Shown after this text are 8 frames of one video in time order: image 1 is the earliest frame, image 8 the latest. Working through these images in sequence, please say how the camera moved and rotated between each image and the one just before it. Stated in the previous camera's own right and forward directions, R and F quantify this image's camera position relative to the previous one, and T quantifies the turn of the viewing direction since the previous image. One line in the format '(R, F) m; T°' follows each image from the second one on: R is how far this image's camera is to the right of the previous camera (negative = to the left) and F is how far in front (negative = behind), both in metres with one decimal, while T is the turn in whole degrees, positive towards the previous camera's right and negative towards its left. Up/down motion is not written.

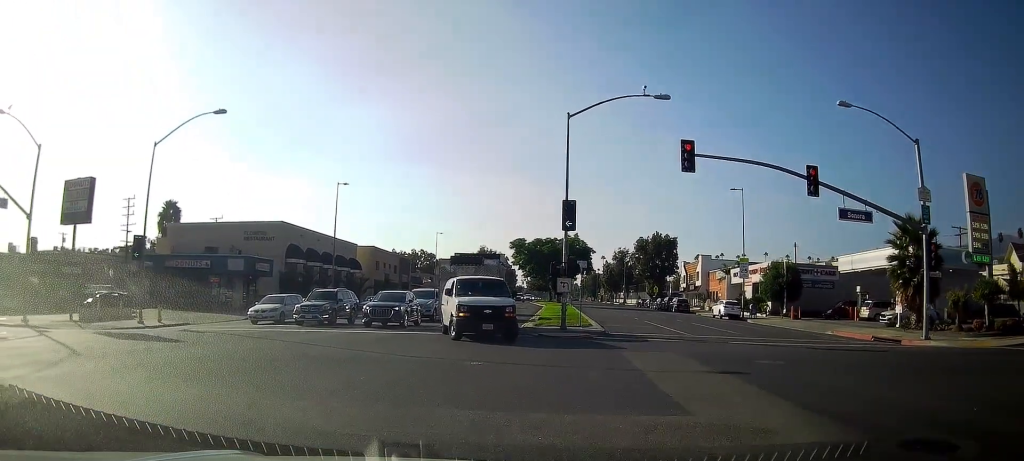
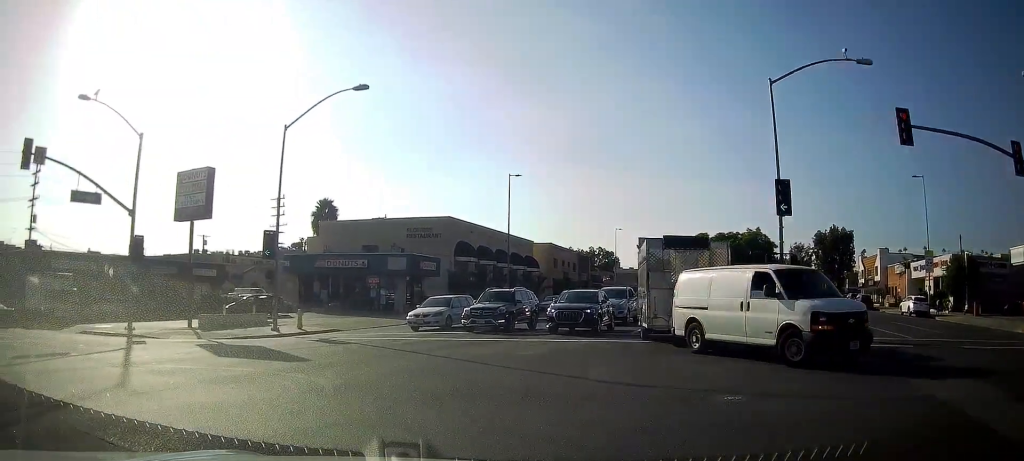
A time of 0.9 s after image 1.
(-0.4, +4.4) m; -16°
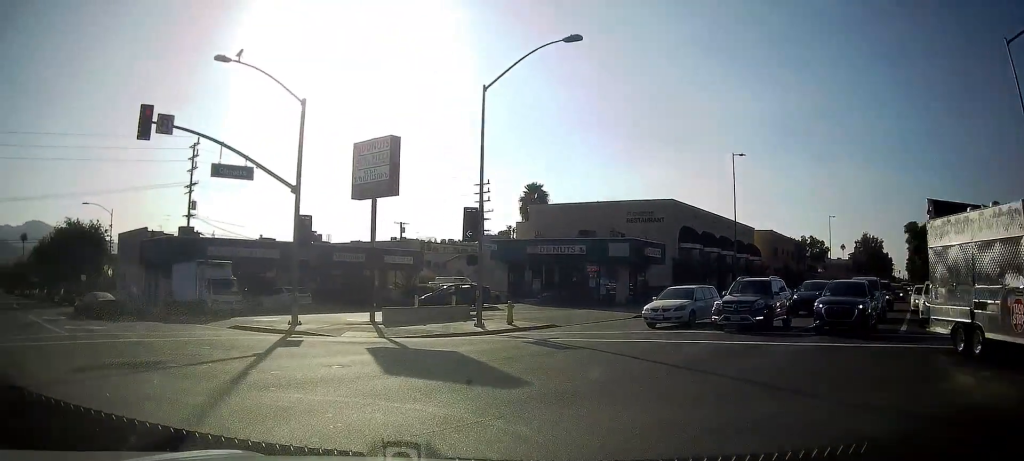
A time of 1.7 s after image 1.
(-0.9, +4.8) m; -17°
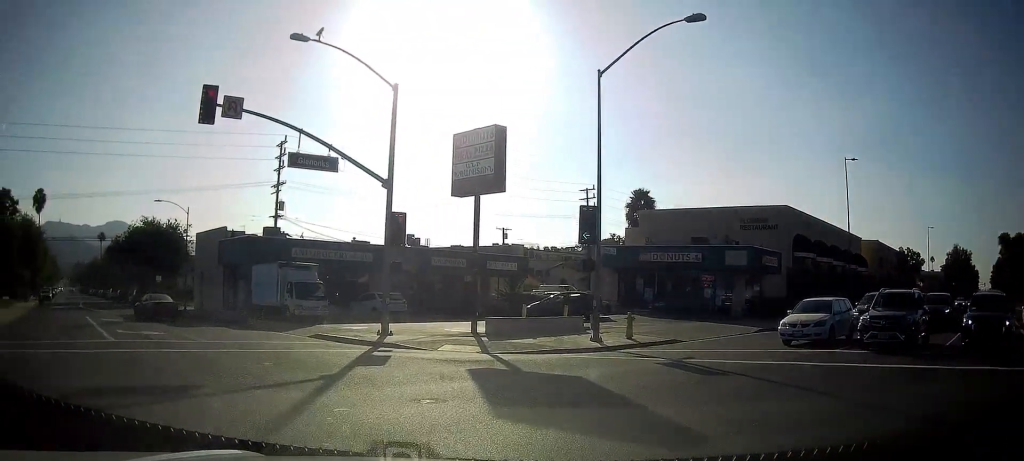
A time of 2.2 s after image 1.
(-0.2, +2.9) m; -8°
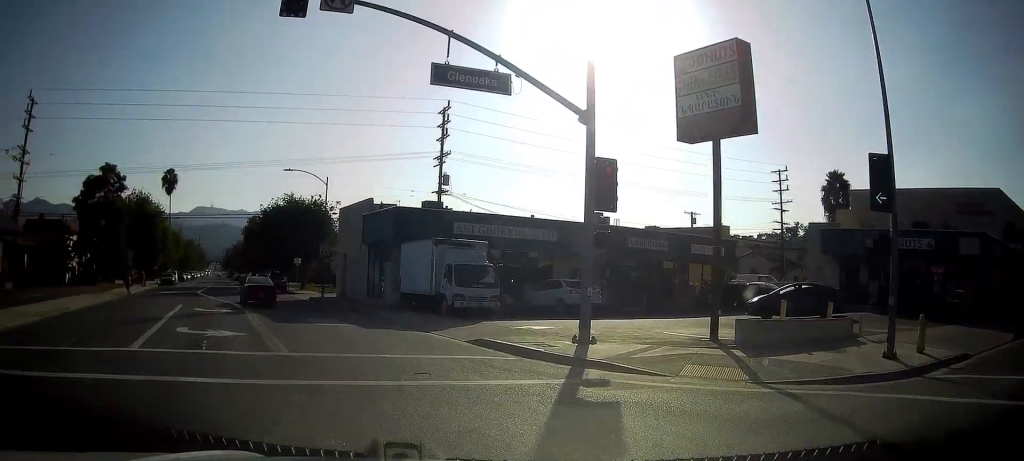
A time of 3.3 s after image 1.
(-1.1, +8.0) m; -12°
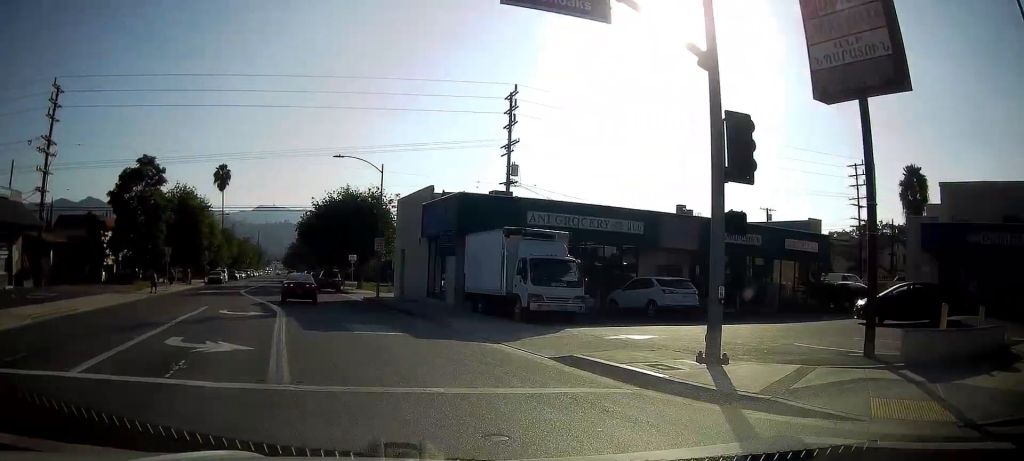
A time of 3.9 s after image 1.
(0.0, +4.4) m; -5°
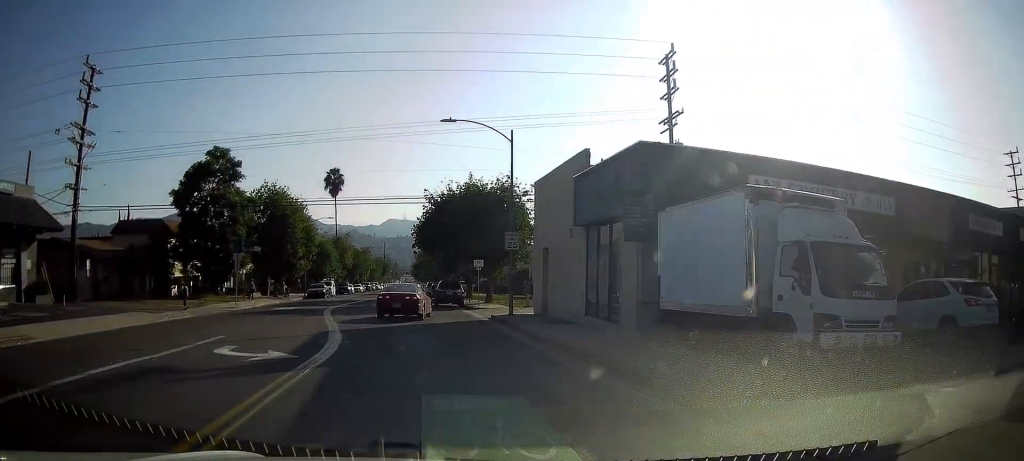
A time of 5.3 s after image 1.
(-1.6, +11.4) m; -13°
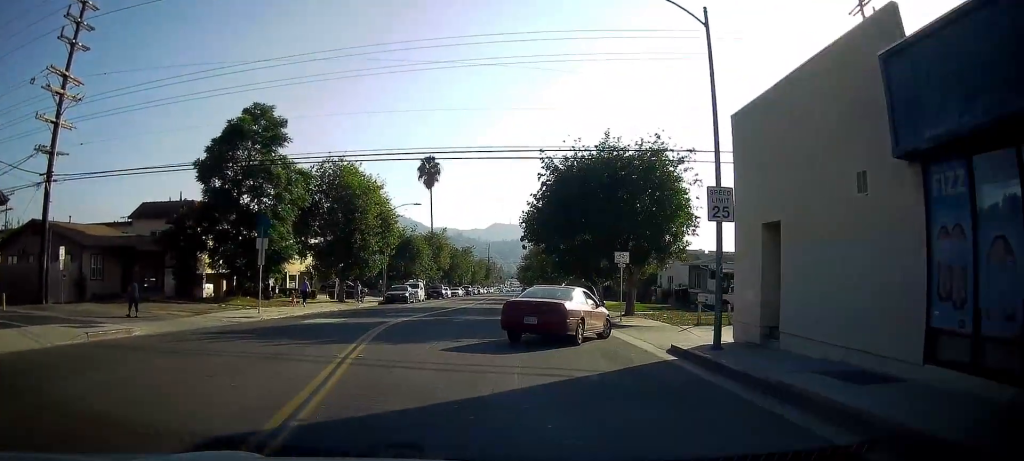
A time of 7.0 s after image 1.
(-1.1, +13.1) m; -6°
